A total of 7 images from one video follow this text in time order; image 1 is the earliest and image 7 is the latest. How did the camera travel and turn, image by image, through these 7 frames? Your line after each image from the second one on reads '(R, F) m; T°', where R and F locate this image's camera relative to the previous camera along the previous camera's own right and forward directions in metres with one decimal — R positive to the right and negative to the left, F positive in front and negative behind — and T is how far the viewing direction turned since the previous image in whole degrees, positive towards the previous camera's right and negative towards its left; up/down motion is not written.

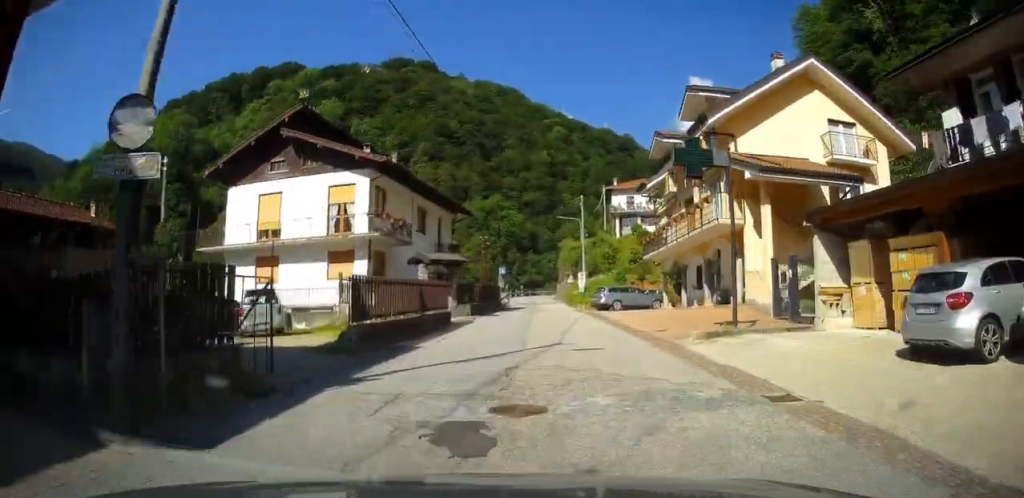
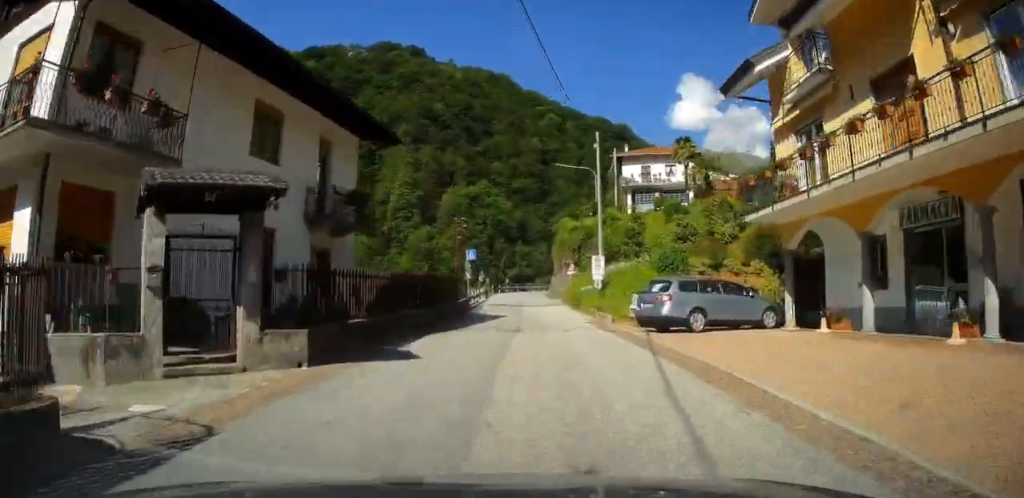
(+0.5, +19.9) m; +3°
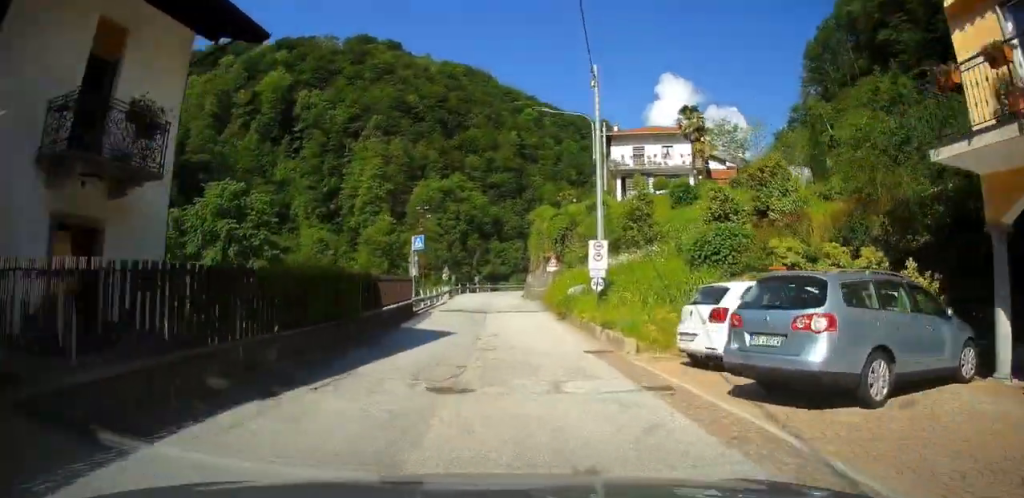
(+0.3, +9.9) m; 0°
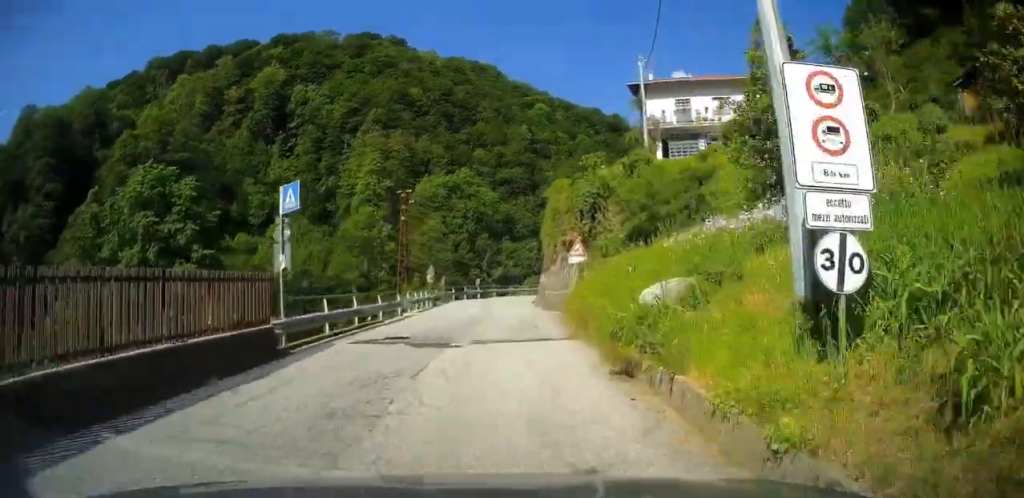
(-0.3, +15.3) m; -1°
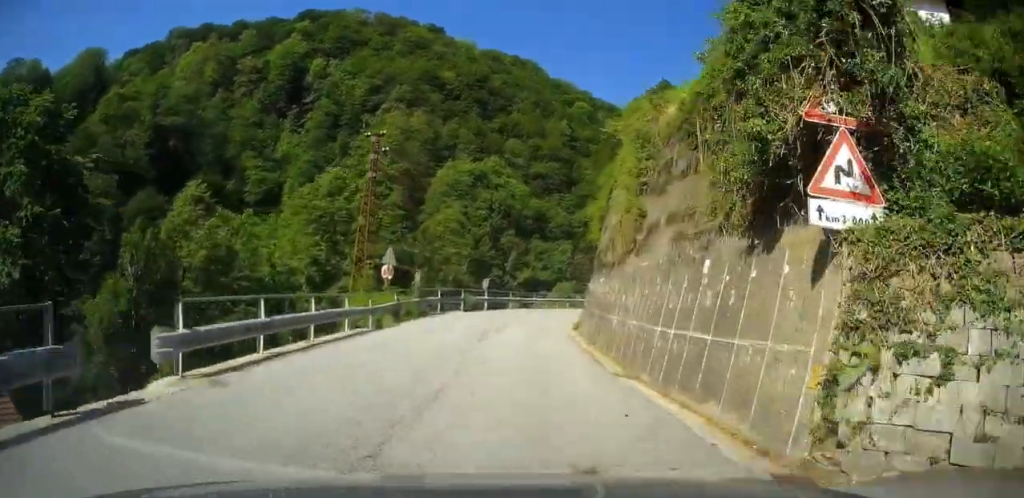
(-0.2, +20.7) m; -3°
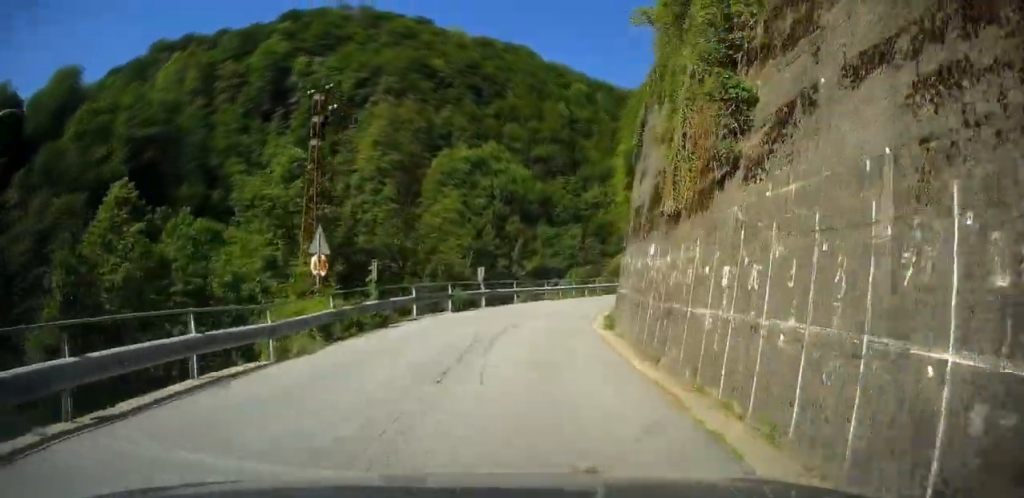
(-0.4, +8.3) m; +1°
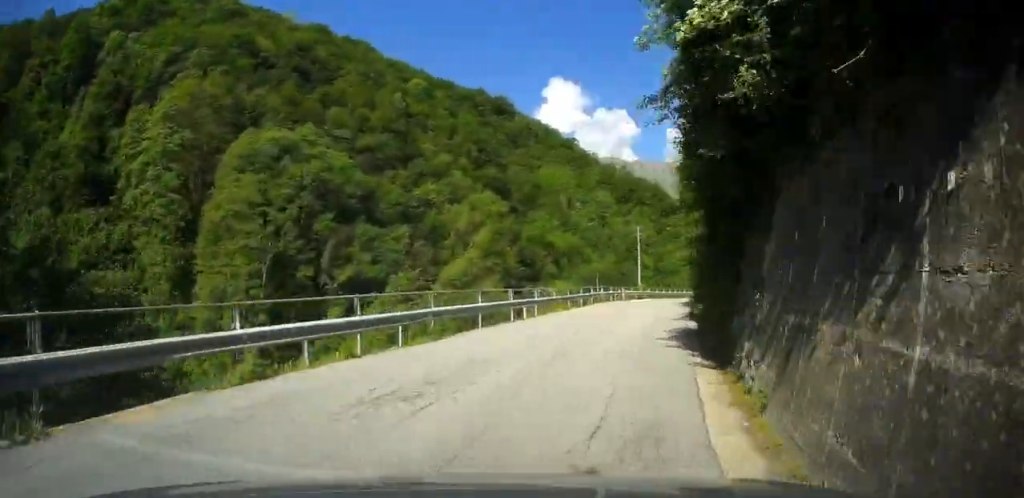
(+1.5, +25.9) m; +14°
